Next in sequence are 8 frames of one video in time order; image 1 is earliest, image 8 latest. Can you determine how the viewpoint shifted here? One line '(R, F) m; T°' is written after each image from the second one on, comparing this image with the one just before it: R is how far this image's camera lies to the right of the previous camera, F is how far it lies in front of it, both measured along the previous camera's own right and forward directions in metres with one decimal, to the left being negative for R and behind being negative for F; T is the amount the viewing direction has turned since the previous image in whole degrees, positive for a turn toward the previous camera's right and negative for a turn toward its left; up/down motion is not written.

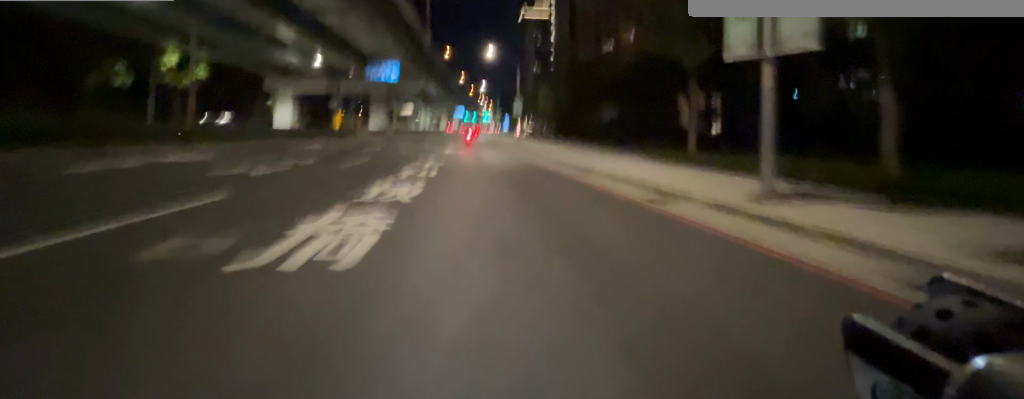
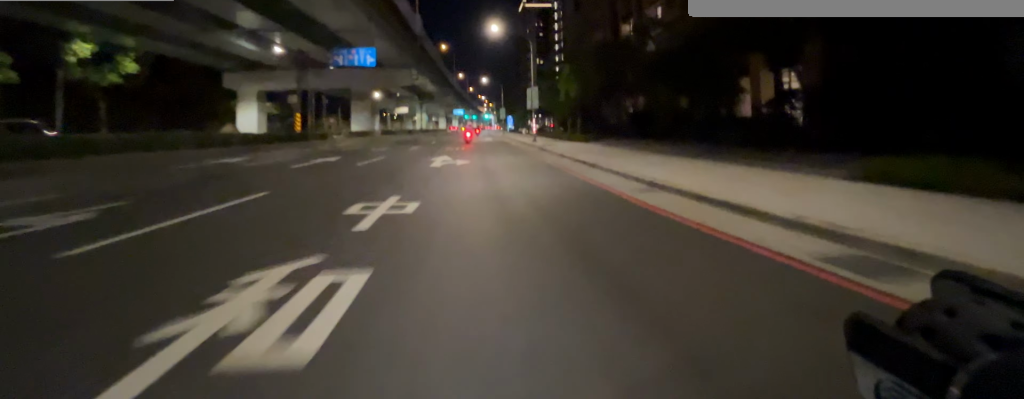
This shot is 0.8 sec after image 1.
(-0.1, +10.6) m; 0°
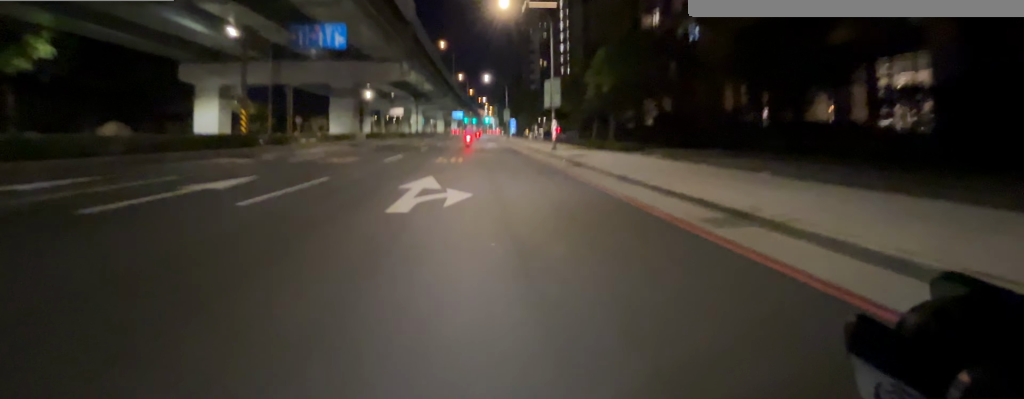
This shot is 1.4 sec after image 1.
(0.0, +7.4) m; +1°
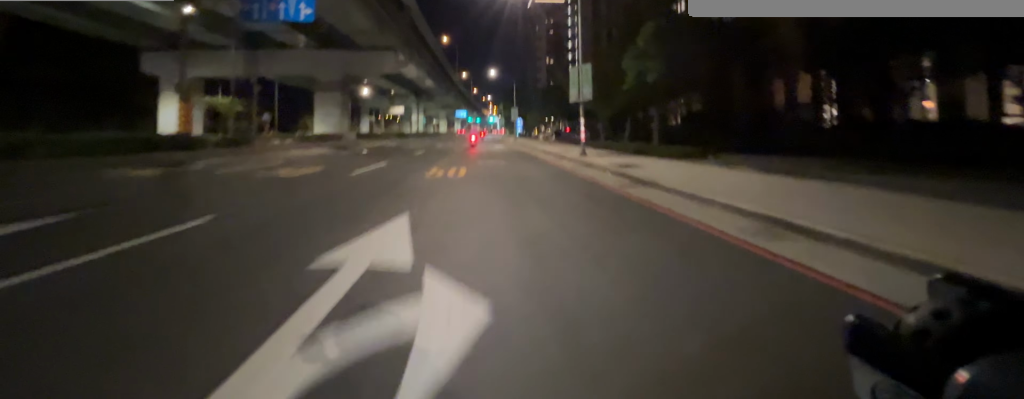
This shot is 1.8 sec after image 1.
(0.0, +4.8) m; +1°
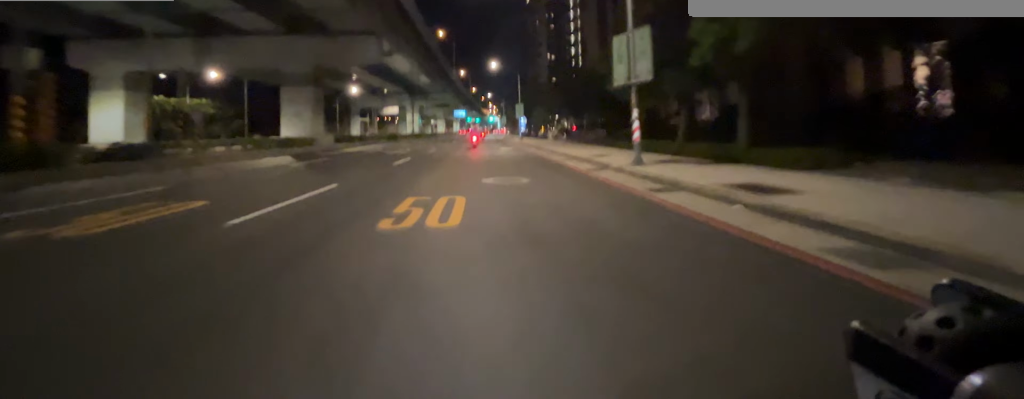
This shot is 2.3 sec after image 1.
(+0.1, +5.0) m; +1°
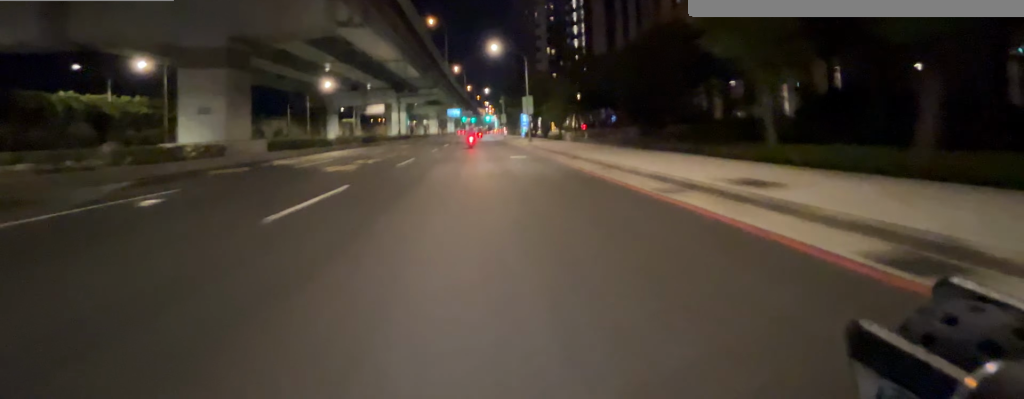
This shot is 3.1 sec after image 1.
(+0.1, +7.7) m; 0°
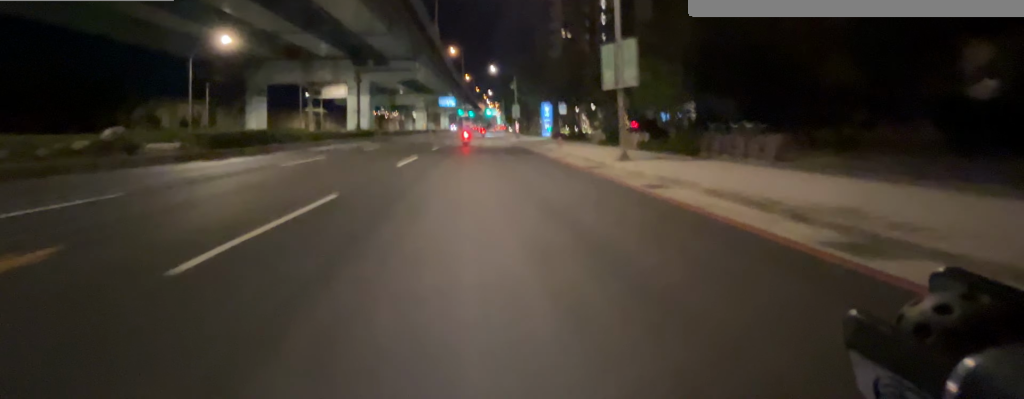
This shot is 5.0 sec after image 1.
(0.0, +19.1) m; 0°
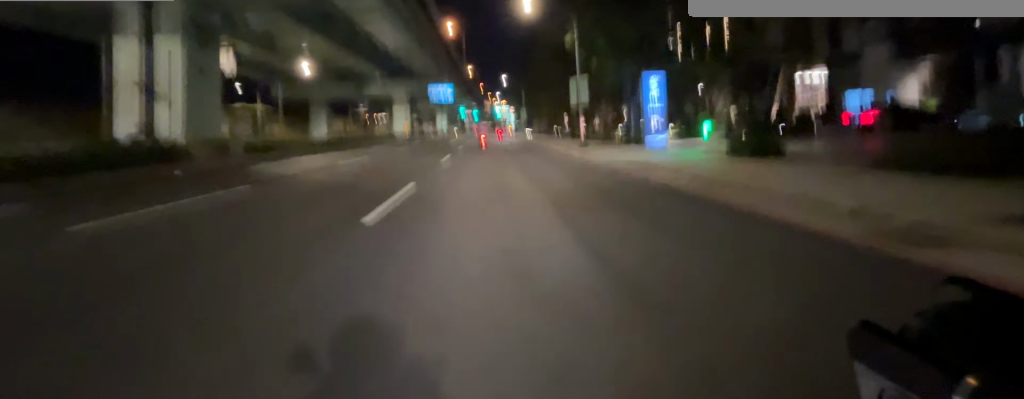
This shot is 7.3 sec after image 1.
(+0.3, +26.8) m; +2°
